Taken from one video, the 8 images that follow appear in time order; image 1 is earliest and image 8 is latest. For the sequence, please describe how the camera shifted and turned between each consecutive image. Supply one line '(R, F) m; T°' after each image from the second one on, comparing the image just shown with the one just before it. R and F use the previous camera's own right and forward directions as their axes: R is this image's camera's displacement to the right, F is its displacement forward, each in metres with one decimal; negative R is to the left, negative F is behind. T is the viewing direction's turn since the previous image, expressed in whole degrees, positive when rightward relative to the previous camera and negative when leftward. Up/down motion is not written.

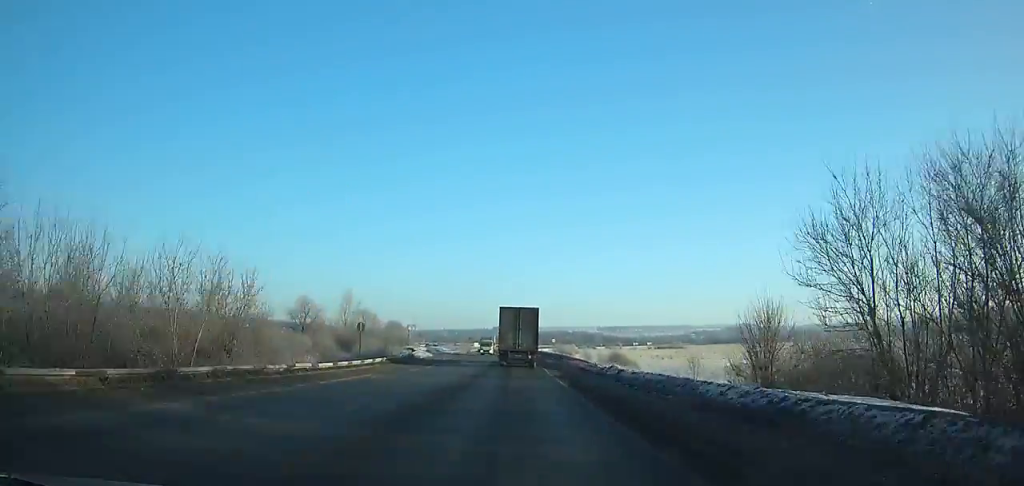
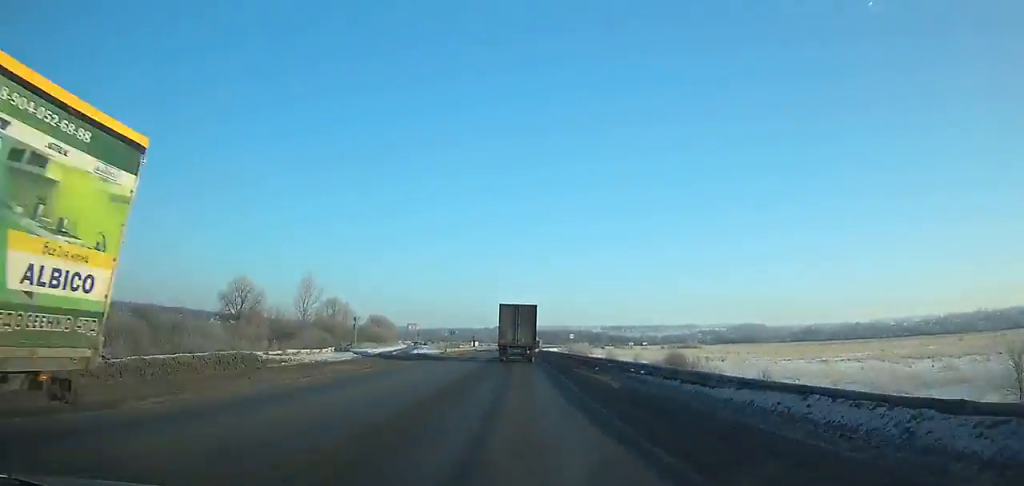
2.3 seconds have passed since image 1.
(+0.1, +37.7) m; 0°
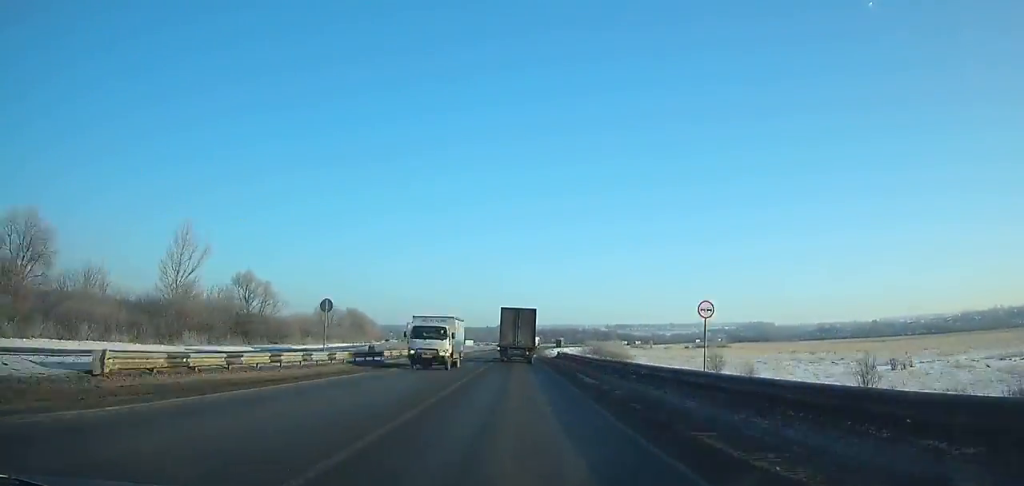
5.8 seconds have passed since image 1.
(-0.1, +57.5) m; 0°
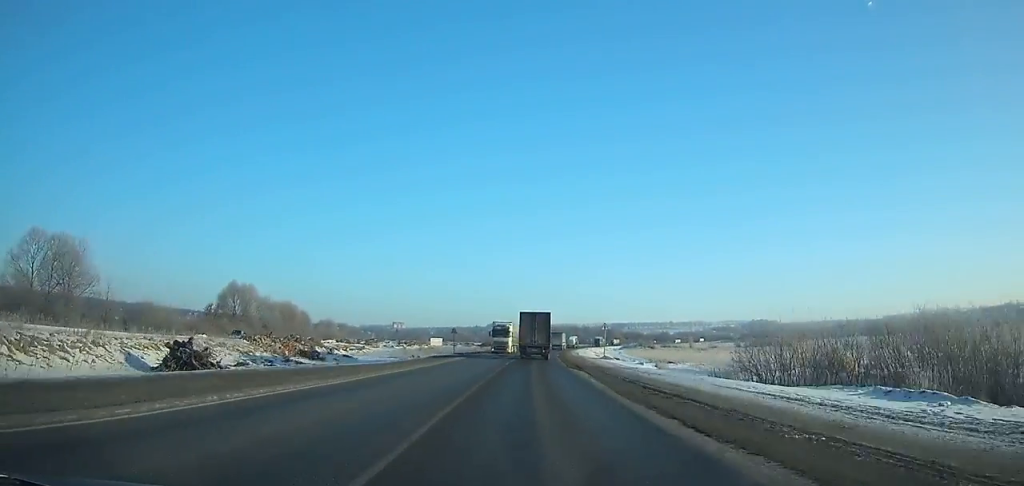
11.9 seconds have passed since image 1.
(+1.4, +100.2) m; +3°
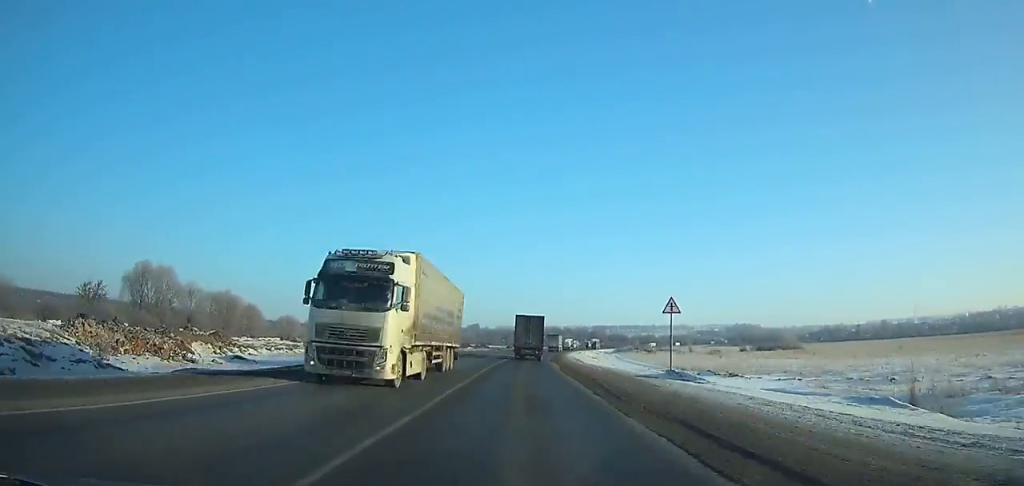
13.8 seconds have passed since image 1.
(+0.3, +31.4) m; +2°
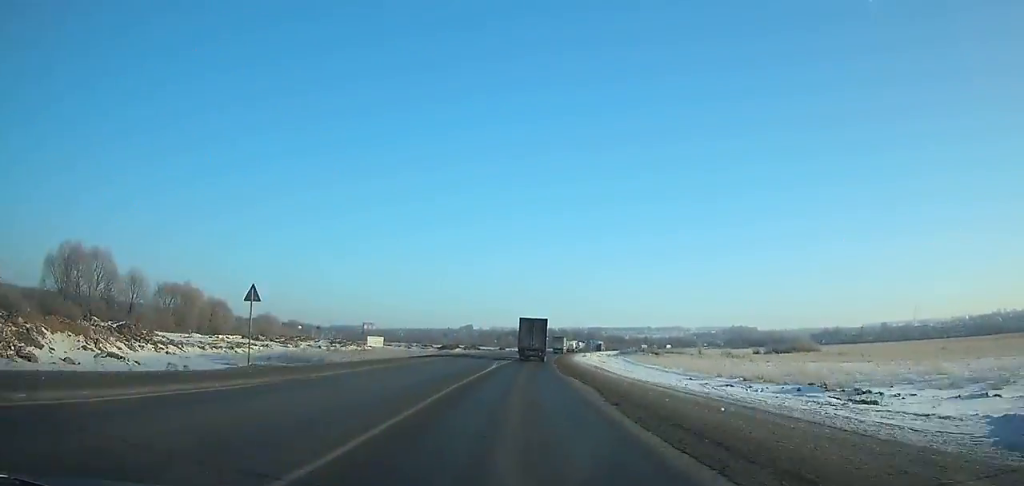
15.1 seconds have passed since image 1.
(+0.4, +21.7) m; +1°
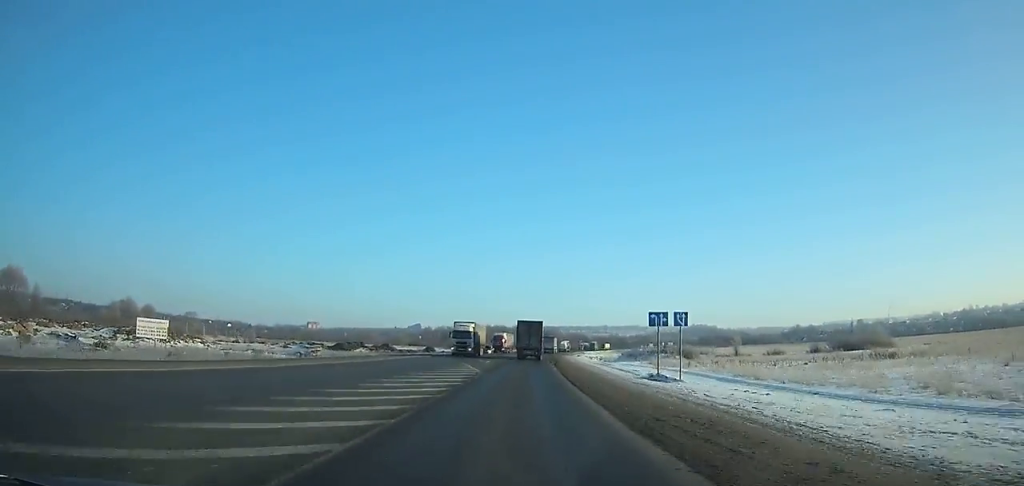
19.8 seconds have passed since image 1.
(+2.5, +79.0) m; +4°
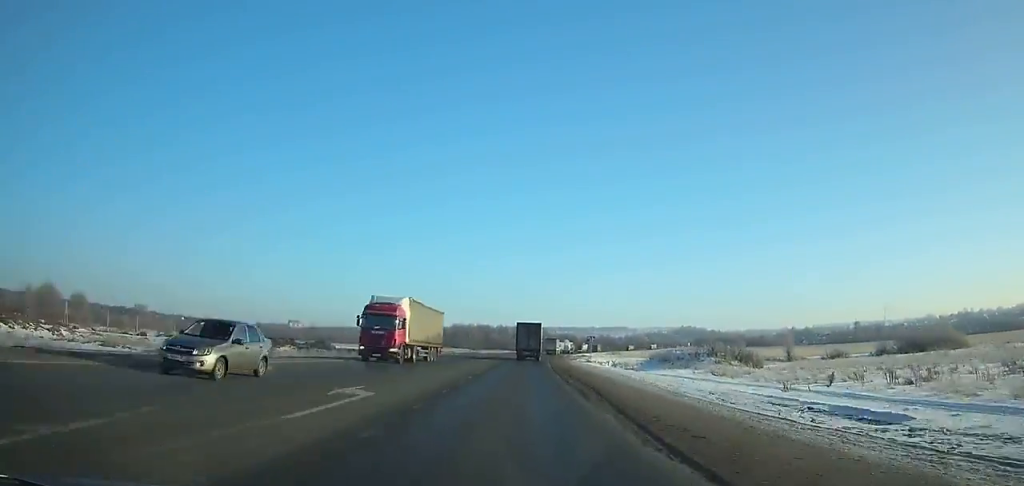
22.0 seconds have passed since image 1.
(+0.5, +37.2) m; +2°
